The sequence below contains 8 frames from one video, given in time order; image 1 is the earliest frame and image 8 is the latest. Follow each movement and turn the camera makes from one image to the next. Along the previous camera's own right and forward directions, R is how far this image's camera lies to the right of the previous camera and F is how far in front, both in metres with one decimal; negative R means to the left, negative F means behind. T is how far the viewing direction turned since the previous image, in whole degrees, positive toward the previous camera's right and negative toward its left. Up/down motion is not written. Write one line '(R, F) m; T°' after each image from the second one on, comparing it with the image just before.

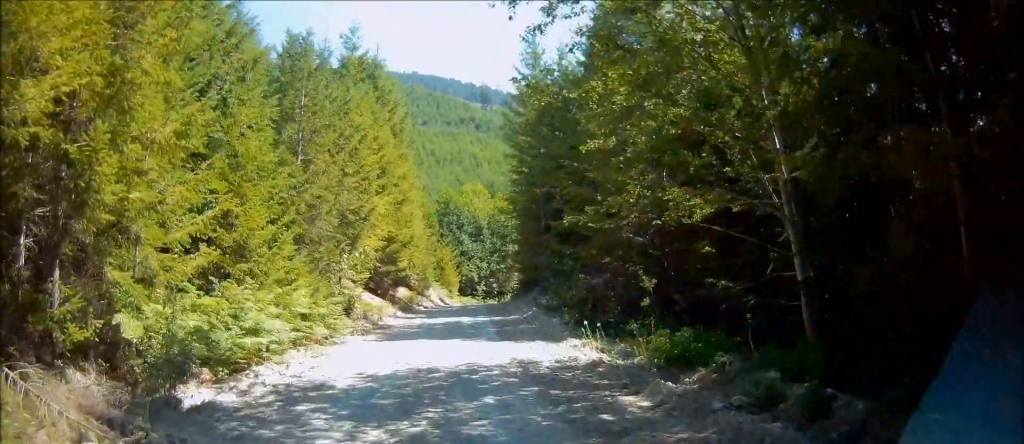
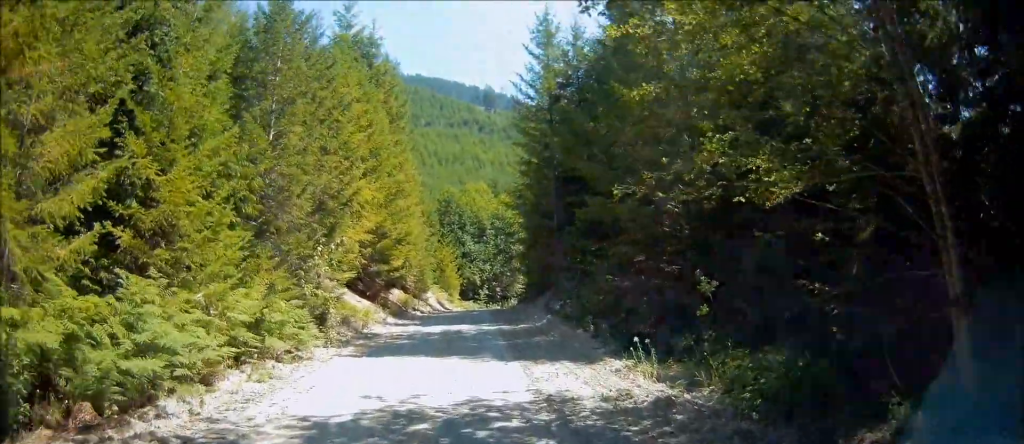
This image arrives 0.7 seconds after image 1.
(0.0, +4.0) m; +4°
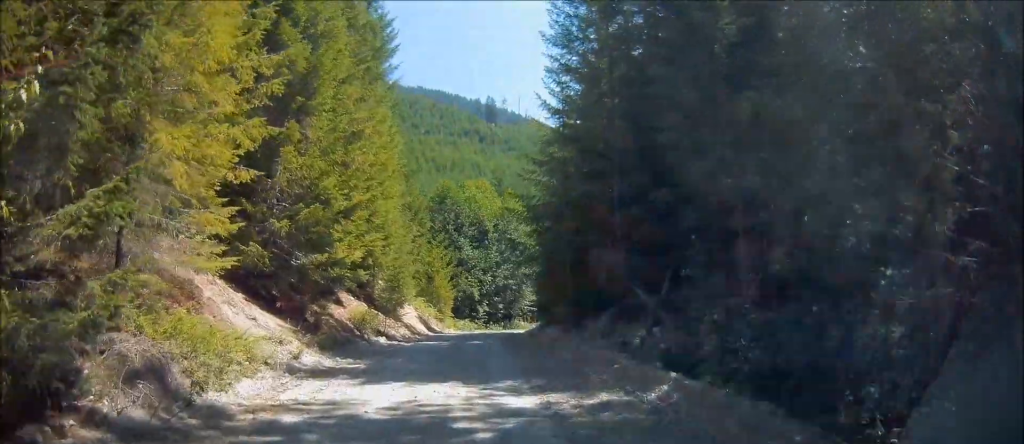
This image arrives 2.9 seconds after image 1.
(+2.7, +12.5) m; +19°
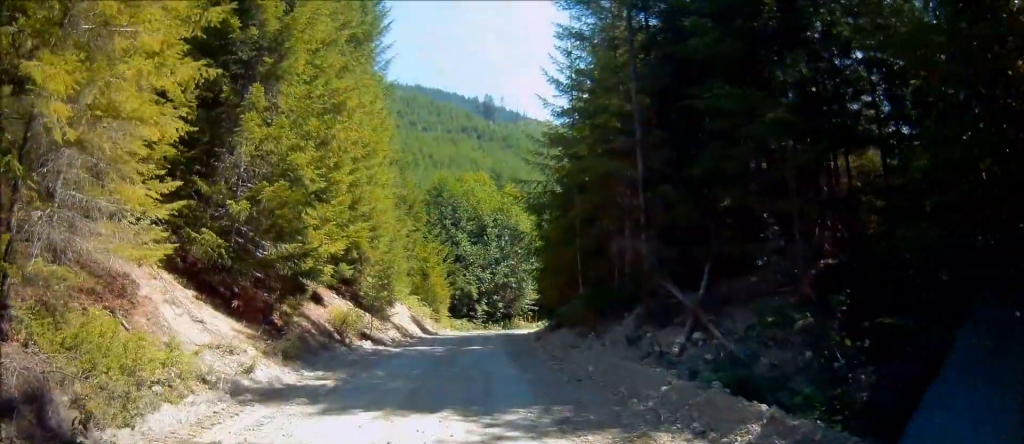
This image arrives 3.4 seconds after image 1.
(+0.1, +2.7) m; +2°
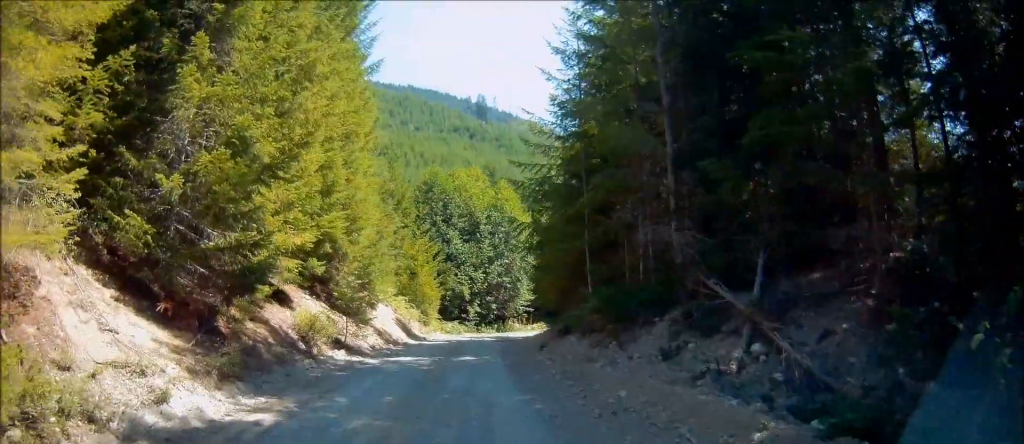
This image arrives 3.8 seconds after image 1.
(0.0, +2.7) m; +1°
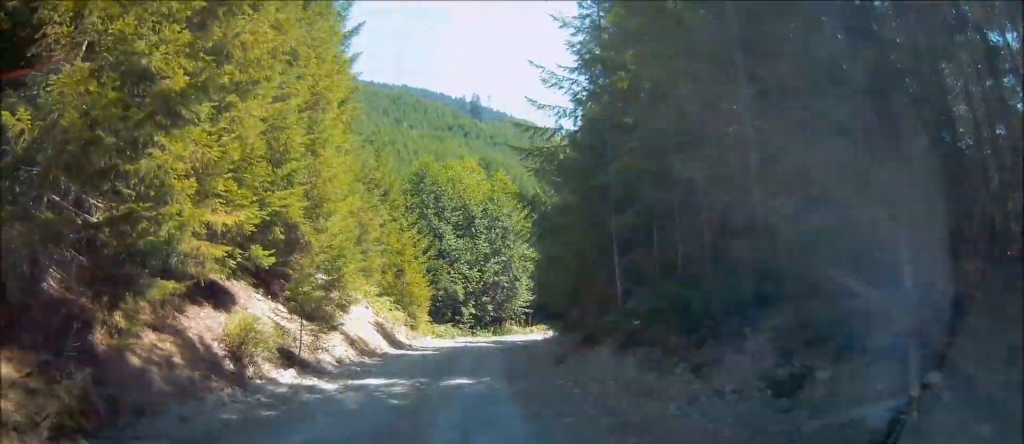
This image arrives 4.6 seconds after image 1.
(0.0, +4.2) m; +1°
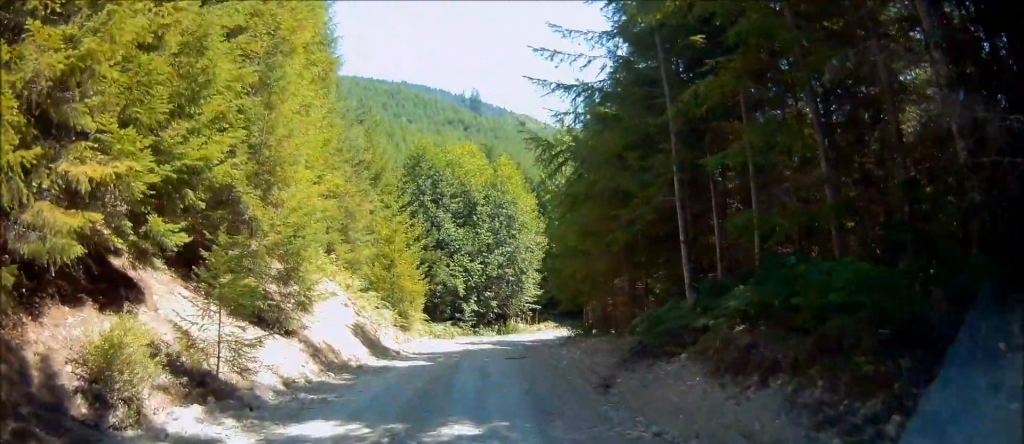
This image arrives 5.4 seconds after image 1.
(+0.1, +4.6) m; 0°
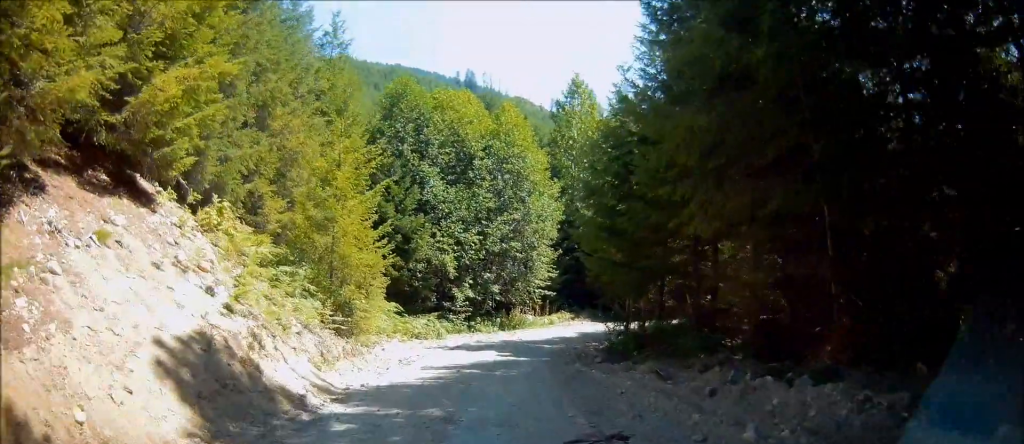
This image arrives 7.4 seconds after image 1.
(+0.9, +11.0) m; +7°
